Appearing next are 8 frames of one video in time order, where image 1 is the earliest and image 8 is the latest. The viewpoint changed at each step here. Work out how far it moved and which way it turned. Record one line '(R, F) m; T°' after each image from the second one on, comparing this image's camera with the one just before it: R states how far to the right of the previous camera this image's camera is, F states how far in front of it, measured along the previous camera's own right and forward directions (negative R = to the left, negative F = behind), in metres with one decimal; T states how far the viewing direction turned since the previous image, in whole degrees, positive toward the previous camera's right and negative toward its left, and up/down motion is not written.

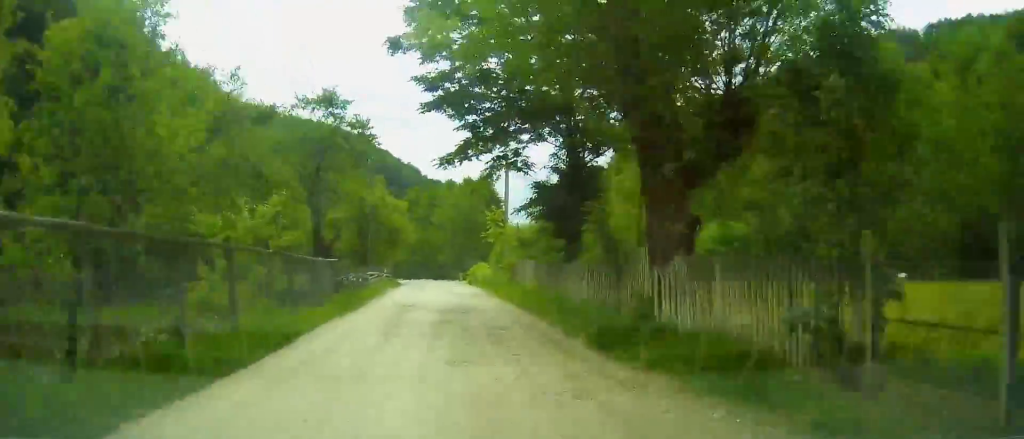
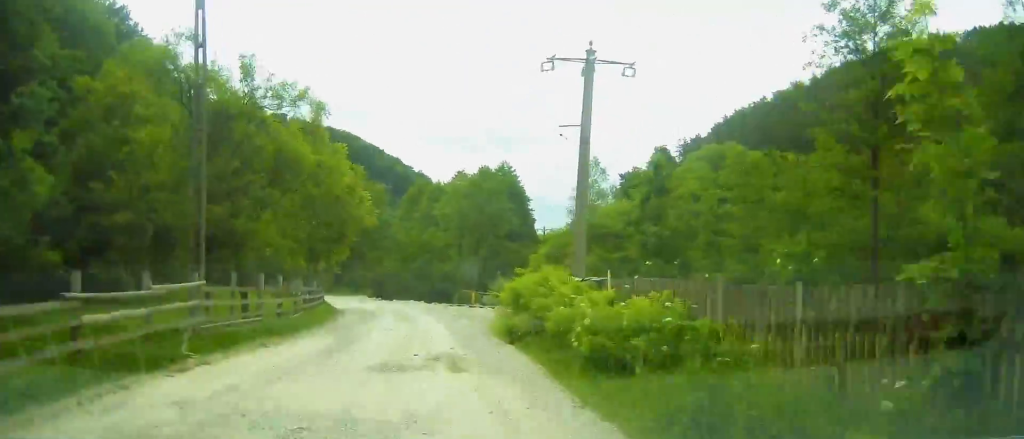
(-0.9, +30.9) m; -5°
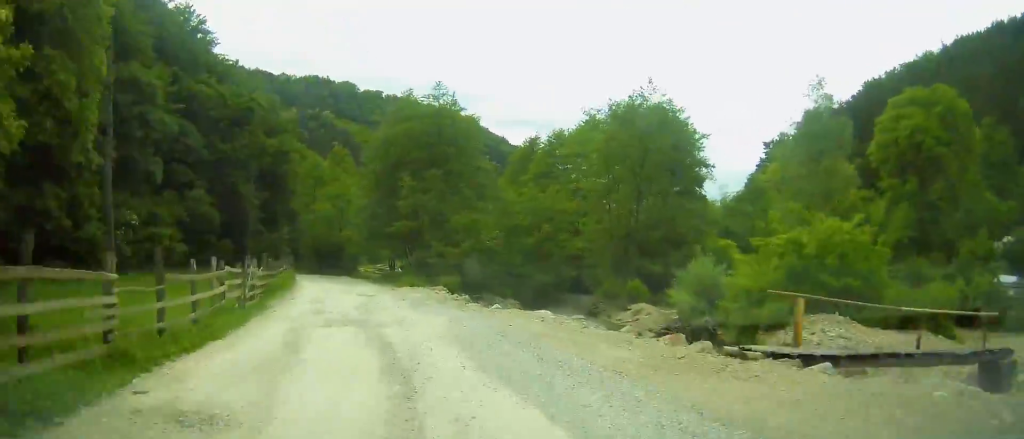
(-2.2, +31.2) m; -10°
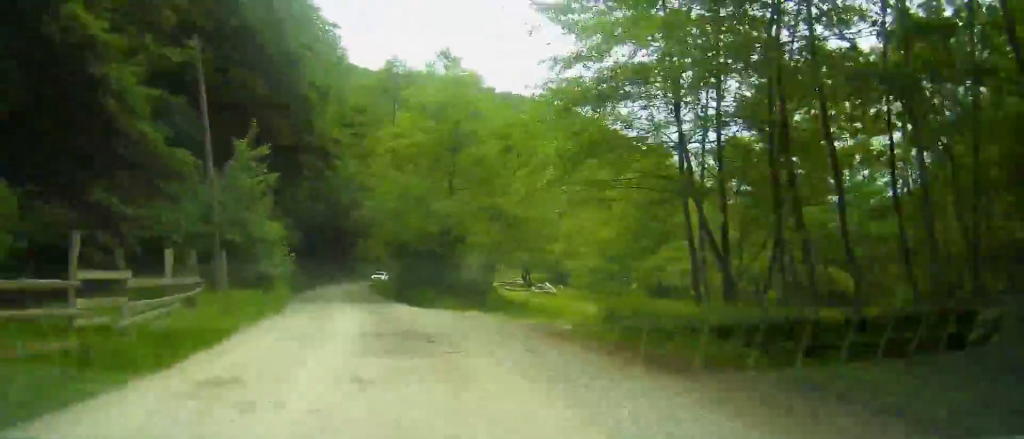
(-4.8, +44.3) m; -11°
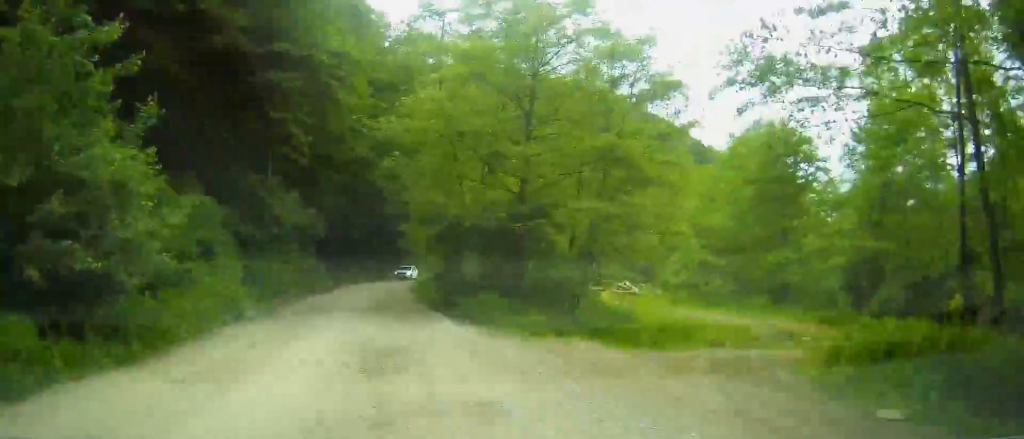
(+0.2, +11.8) m; -2°
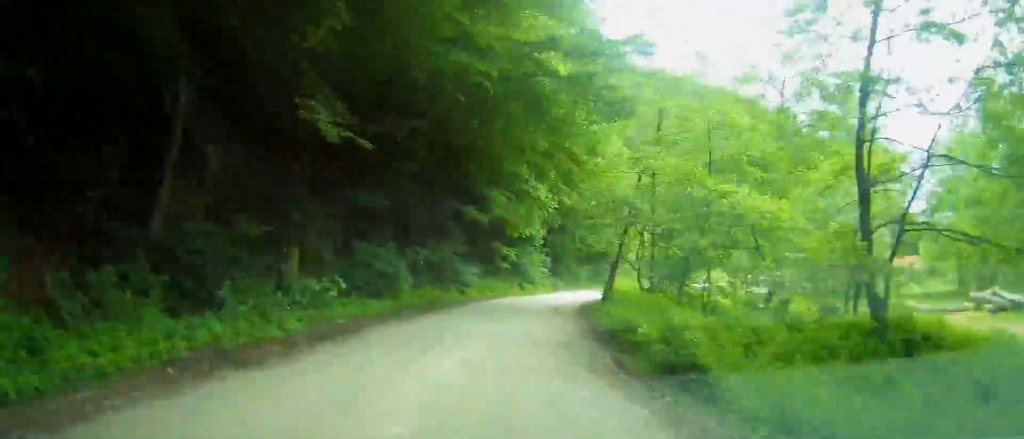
(-1.9, +41.4) m; +4°
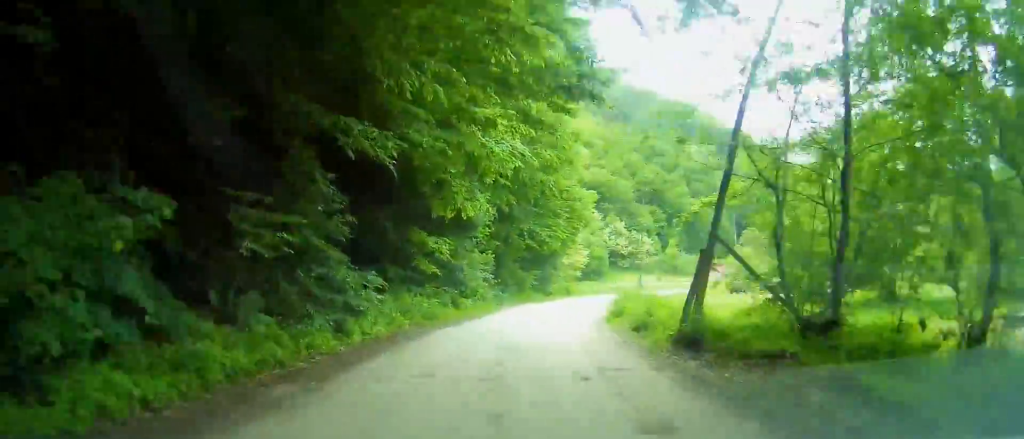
(+0.1, +14.4) m; +6°
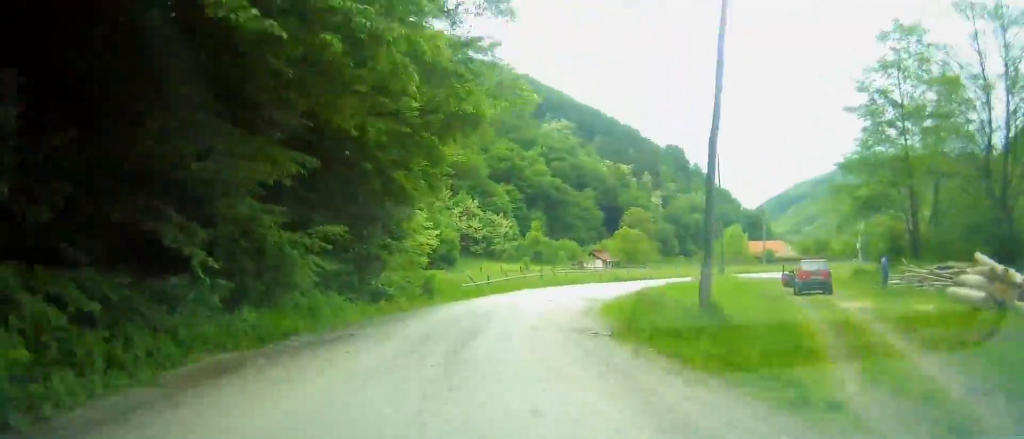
(+3.9, +31.0) m; +22°
